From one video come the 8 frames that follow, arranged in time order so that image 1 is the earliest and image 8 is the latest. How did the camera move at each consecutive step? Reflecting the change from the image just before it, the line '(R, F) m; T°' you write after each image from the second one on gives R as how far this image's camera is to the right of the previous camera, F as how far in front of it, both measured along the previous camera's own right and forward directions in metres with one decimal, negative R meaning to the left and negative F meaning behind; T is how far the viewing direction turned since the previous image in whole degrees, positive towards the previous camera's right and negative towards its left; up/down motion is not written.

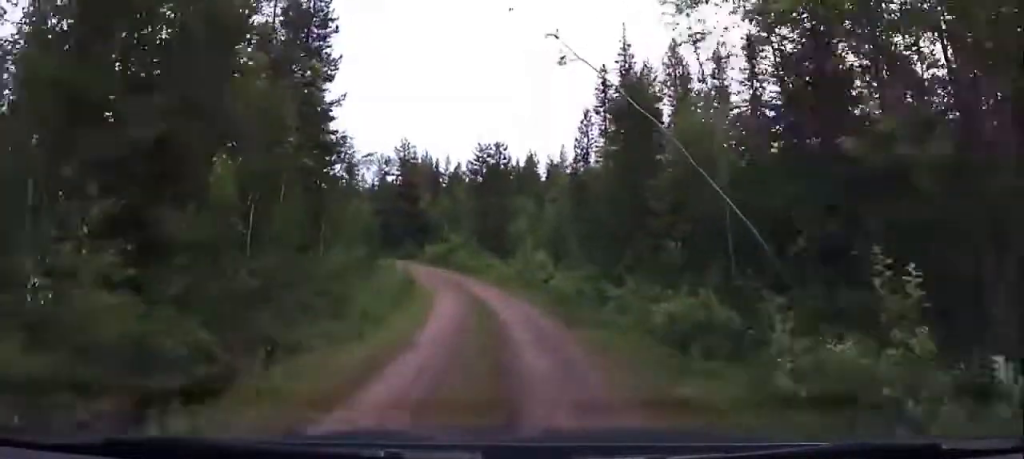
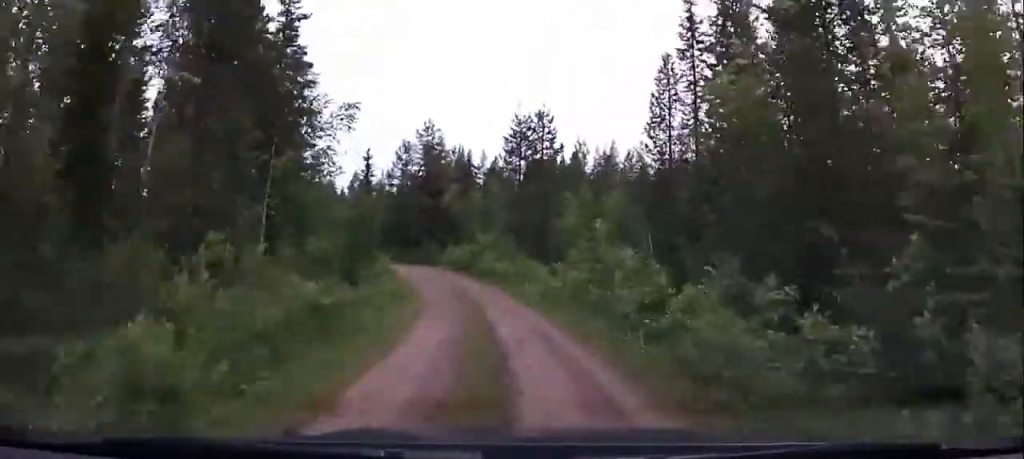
(+1.4, +12.6) m; -7°
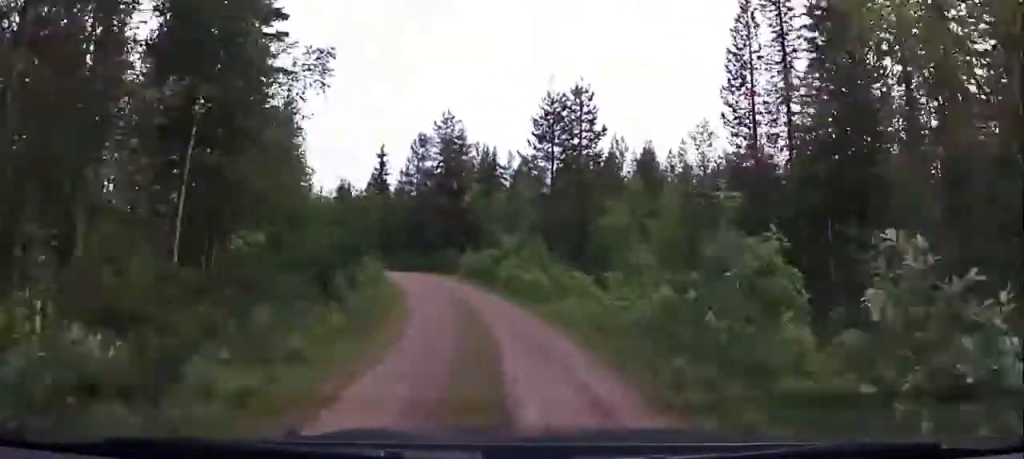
(-3.3, +6.4) m; +4°
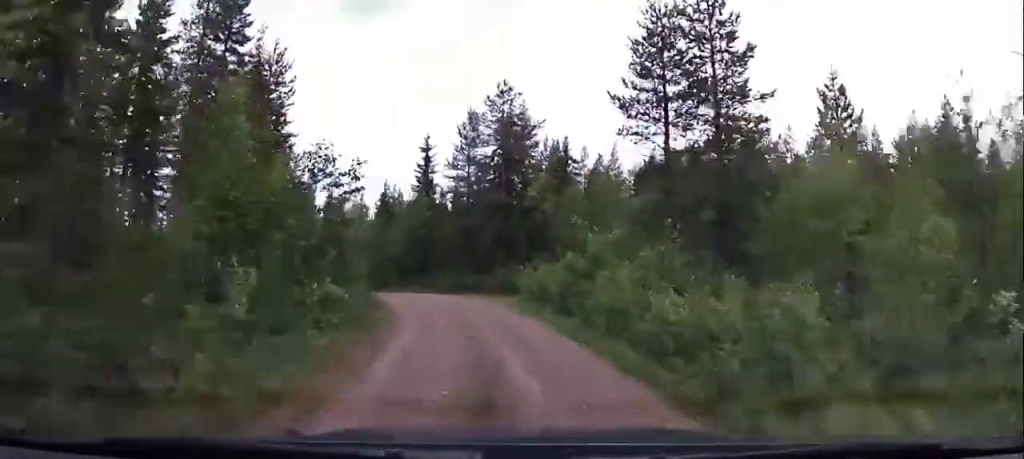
(+5.0, +12.1) m; +16°
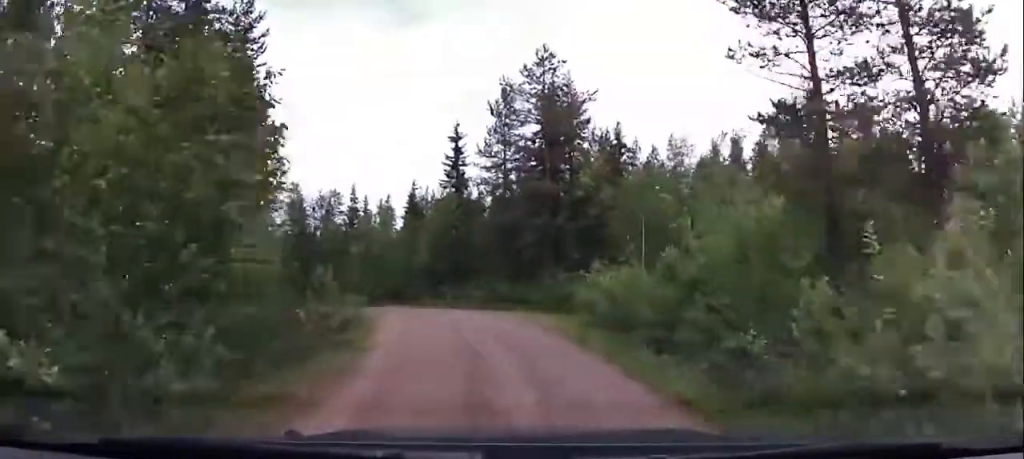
(-1.1, +8.1) m; -10°
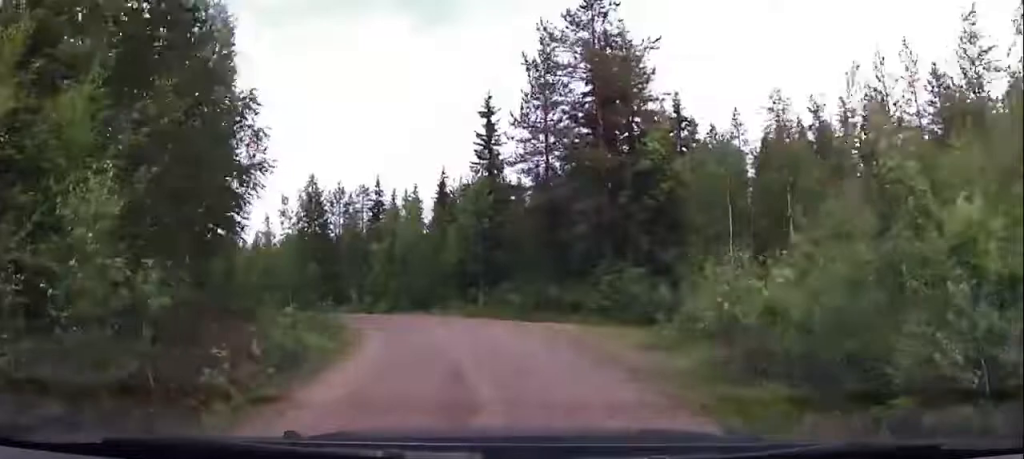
(-0.9, +7.6) m; -12°
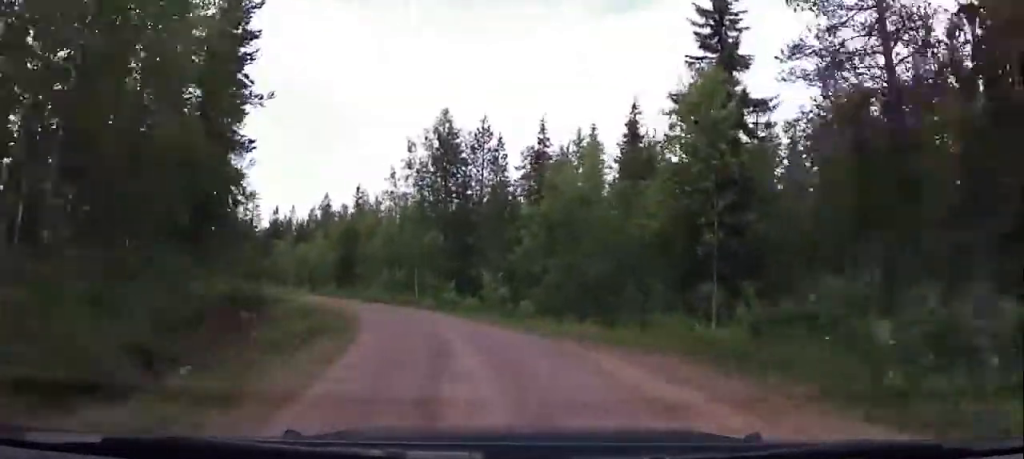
(-2.7, +18.7) m; -16°
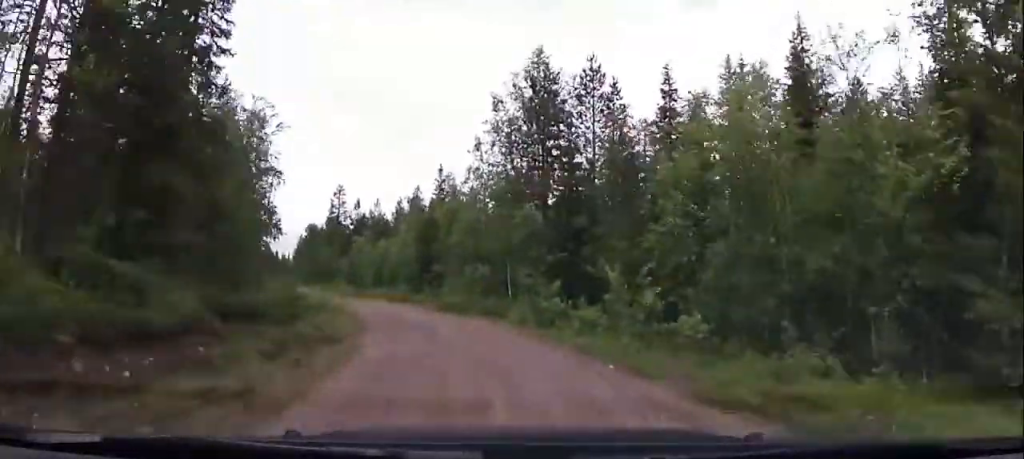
(-1.2, +10.8) m; -12°
